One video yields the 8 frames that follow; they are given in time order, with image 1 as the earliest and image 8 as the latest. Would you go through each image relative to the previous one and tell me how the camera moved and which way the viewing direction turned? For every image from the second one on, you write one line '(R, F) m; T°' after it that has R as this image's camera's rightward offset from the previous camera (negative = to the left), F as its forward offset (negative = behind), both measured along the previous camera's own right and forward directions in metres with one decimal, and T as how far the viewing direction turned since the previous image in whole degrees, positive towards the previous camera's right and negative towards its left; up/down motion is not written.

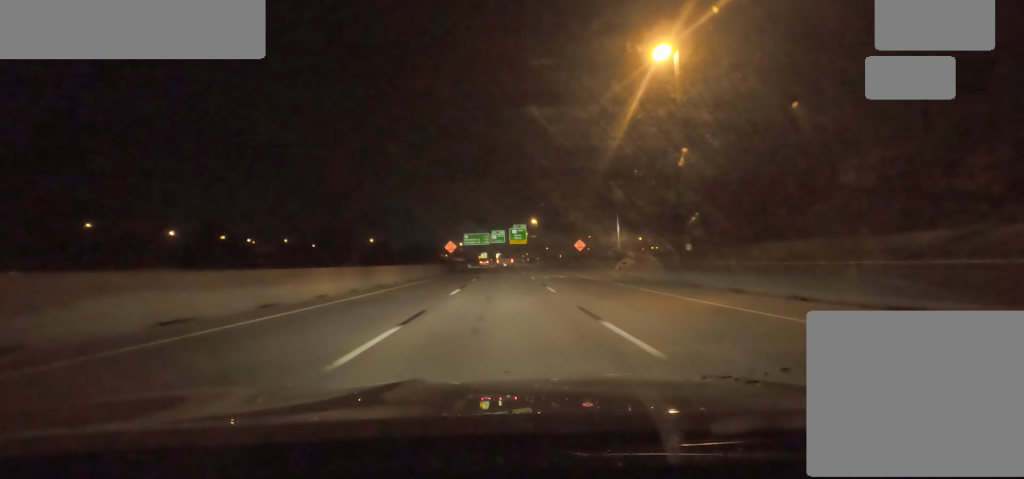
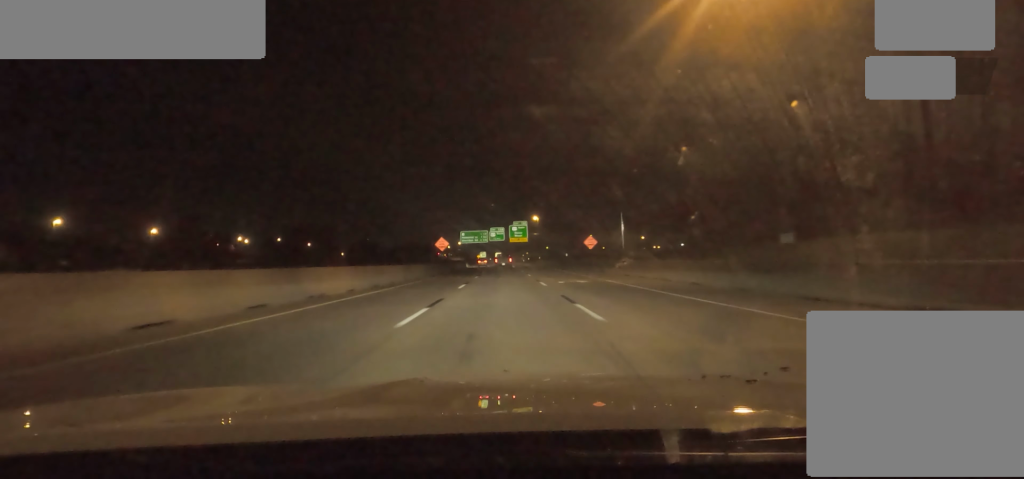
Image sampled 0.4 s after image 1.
(0.0, +10.1) m; 0°
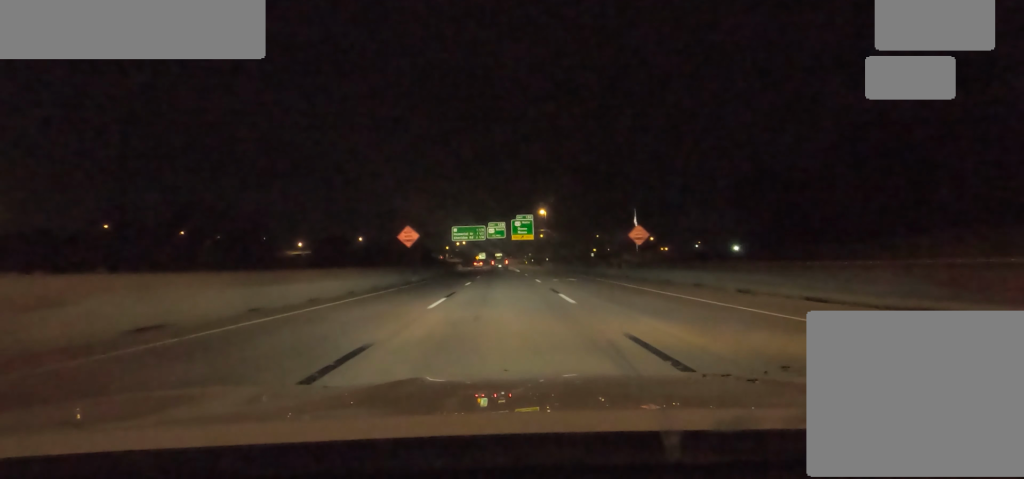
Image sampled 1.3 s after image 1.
(0.0, +22.3) m; 0°
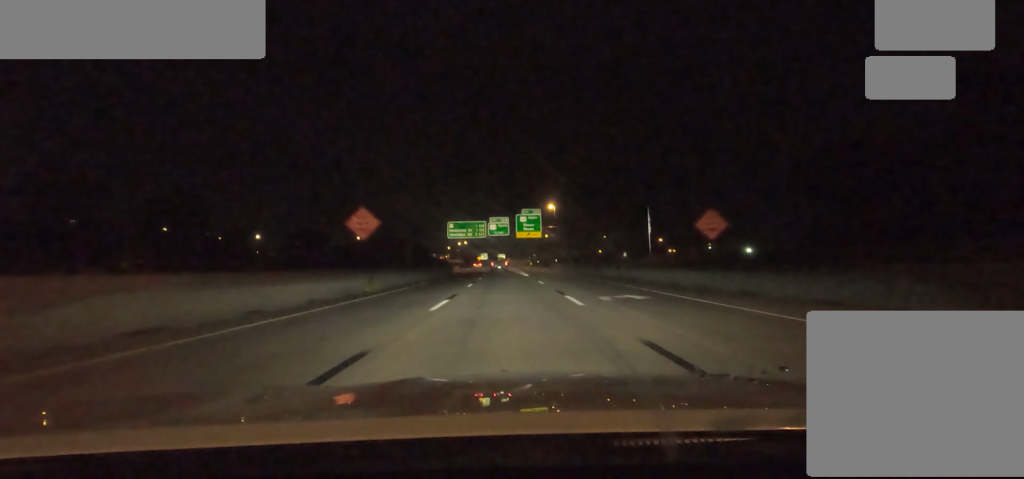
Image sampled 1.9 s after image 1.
(0.0, +14.4) m; 0°
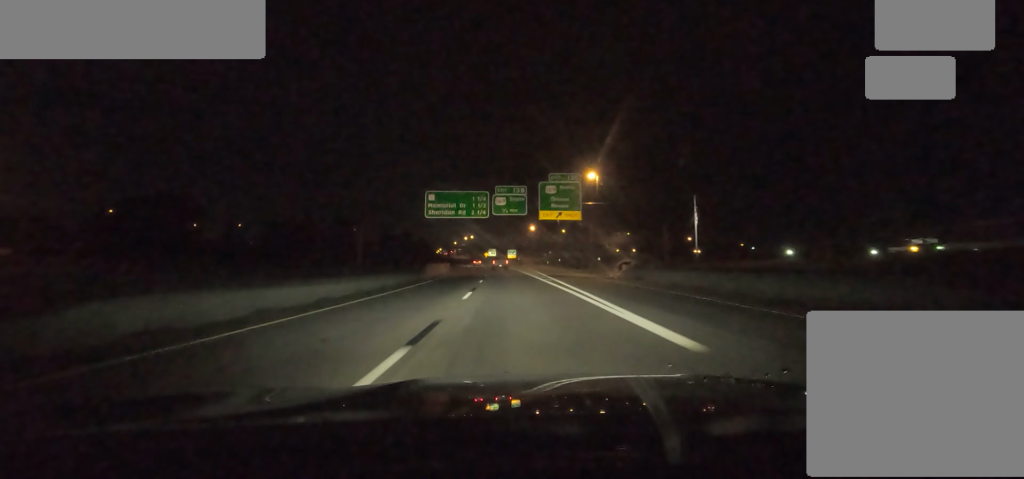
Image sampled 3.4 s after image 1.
(0.0, +36.7) m; -1°
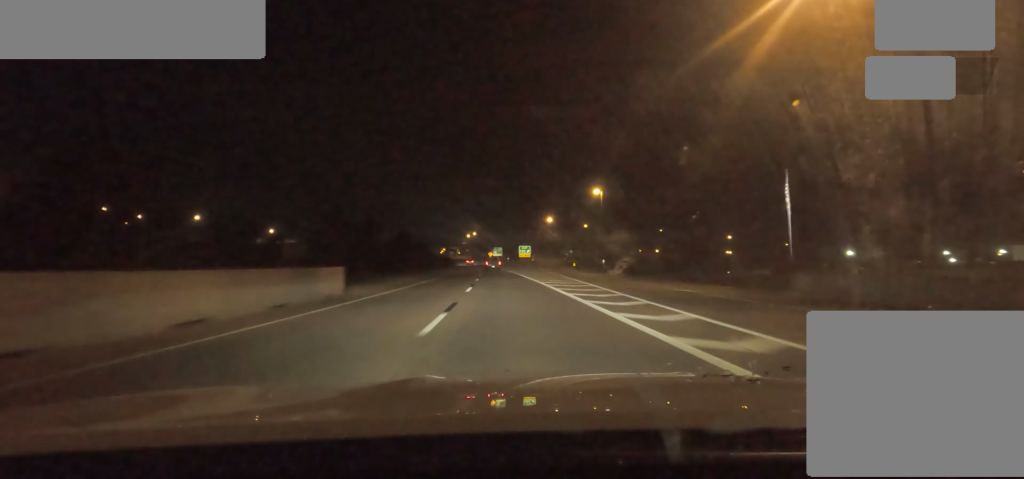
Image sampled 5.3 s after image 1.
(-2.5, +50.2) m; -3°
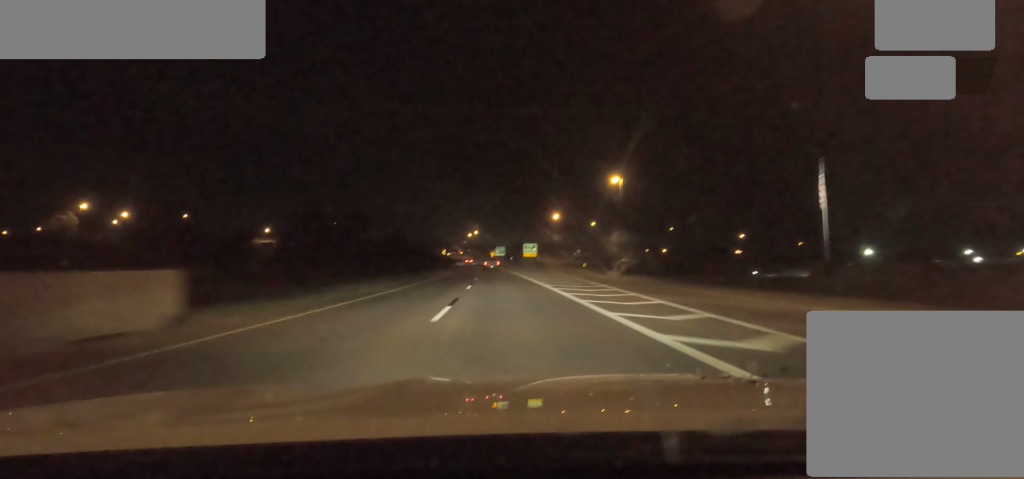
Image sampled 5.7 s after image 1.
(+0.7, +11.7) m; 0°
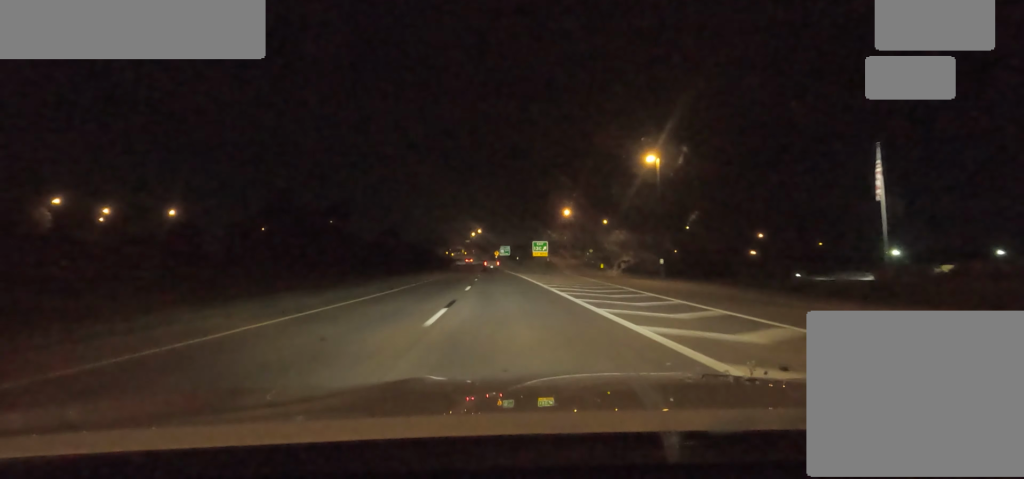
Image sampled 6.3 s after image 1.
(+0.6, +14.4) m; 0°
